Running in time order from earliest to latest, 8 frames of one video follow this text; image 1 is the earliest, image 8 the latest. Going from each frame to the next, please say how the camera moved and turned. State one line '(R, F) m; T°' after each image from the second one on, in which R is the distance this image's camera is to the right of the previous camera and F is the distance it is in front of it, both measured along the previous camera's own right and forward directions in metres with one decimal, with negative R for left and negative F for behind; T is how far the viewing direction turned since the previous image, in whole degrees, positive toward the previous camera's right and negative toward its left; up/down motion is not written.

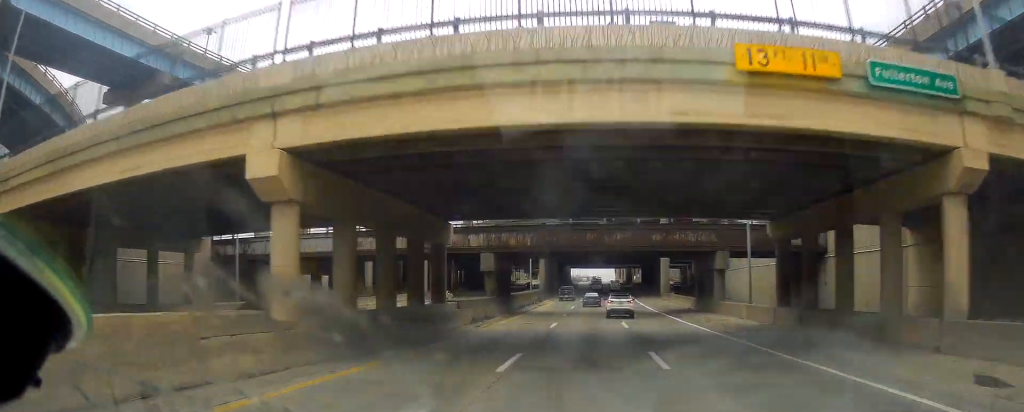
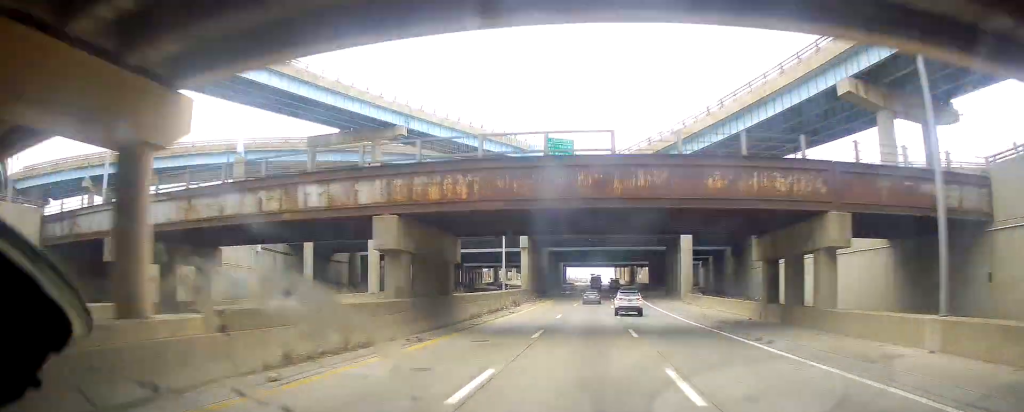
(0.0, +20.1) m; 0°
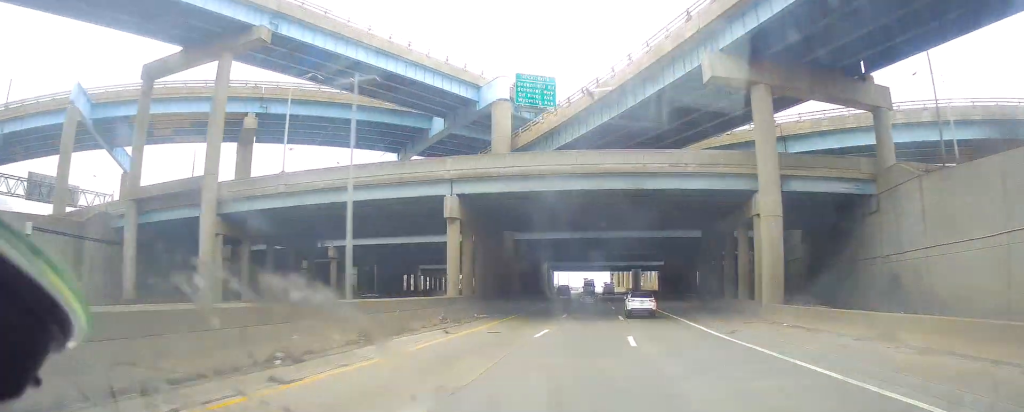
(+0.3, +31.5) m; +1°
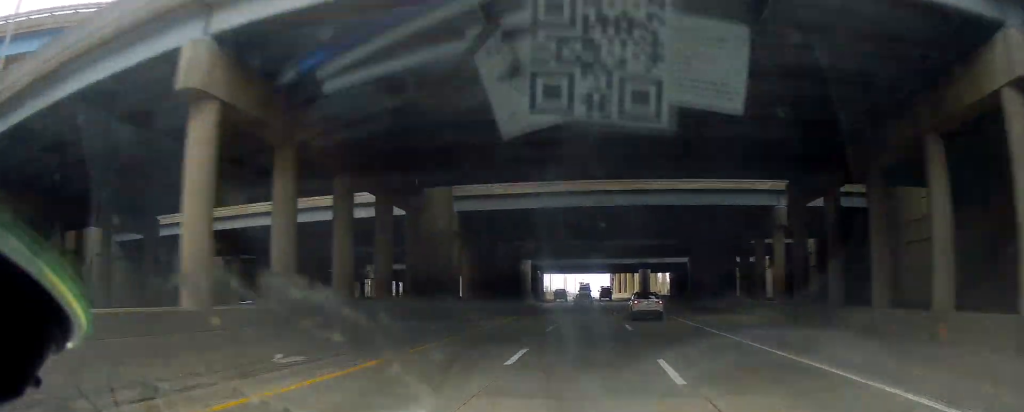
(+0.1, +23.6) m; 0°
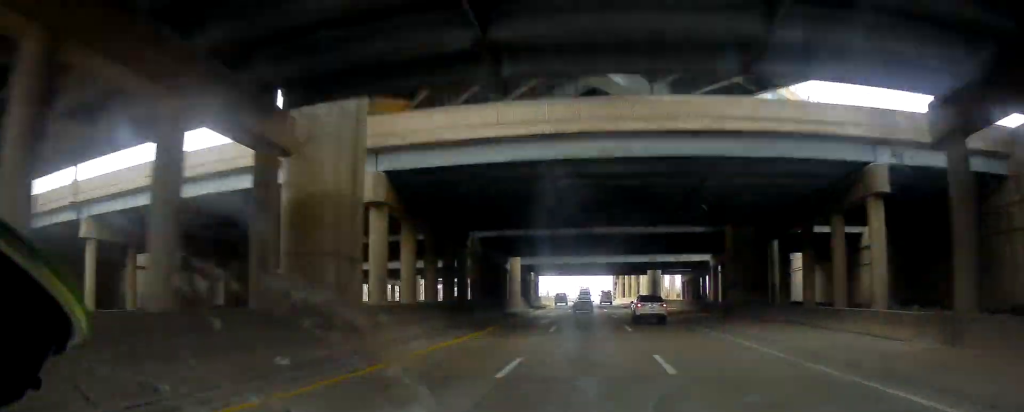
(+0.1, +13.3) m; 0°
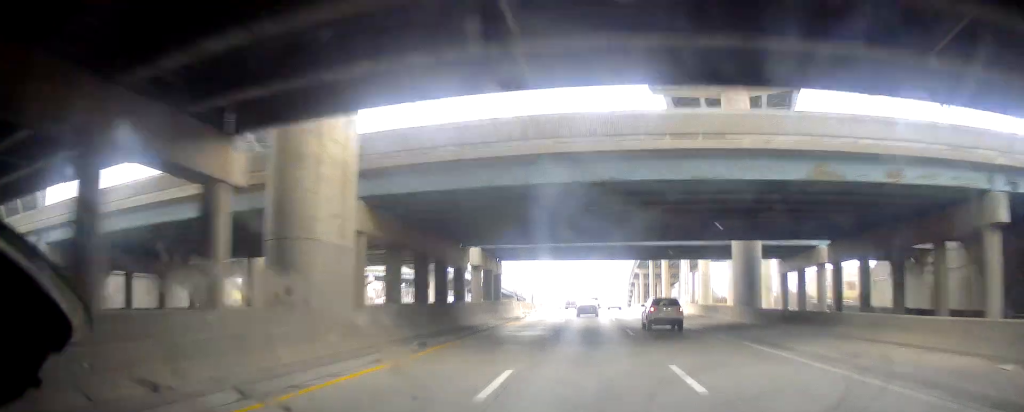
(-0.7, +49.1) m; -1°
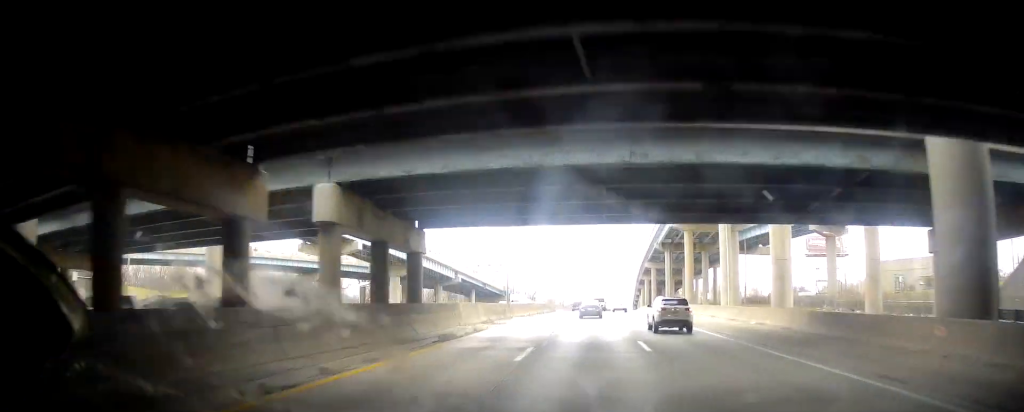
(+0.1, +24.6) m; 0°
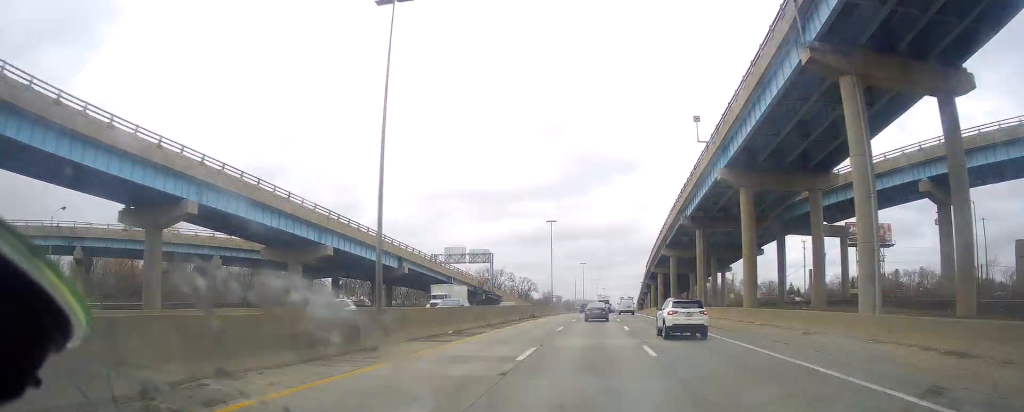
(0.0, +32.8) m; -1°
